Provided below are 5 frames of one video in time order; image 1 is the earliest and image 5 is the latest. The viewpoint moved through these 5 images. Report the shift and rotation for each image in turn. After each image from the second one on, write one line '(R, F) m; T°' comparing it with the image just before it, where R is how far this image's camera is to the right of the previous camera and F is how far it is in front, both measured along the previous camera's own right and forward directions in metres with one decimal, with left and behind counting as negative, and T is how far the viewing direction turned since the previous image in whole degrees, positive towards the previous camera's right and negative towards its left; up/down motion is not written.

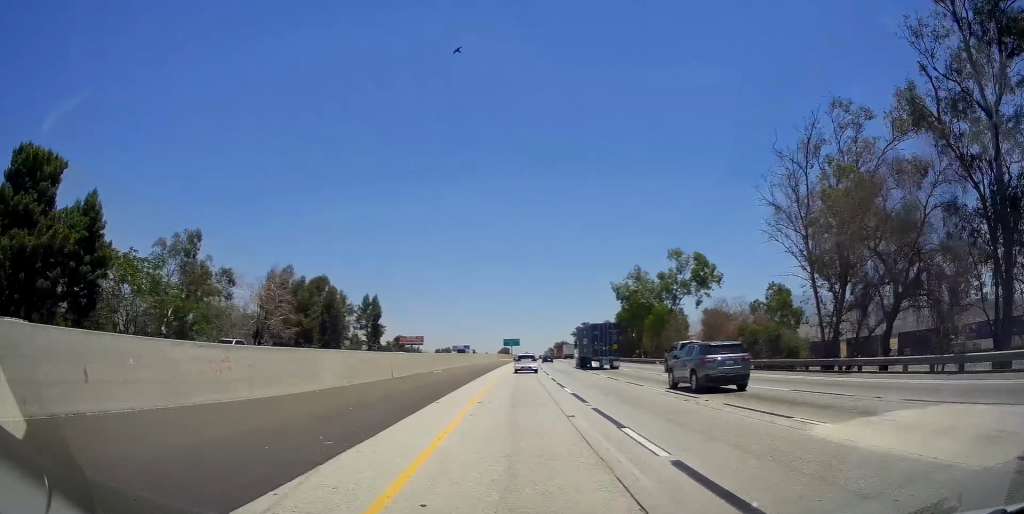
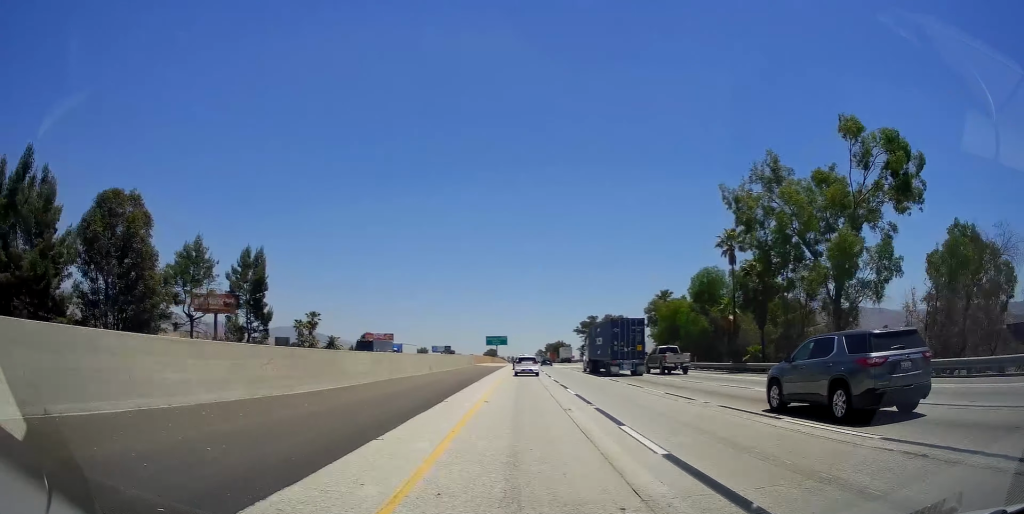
(+0.5, +56.5) m; +2°
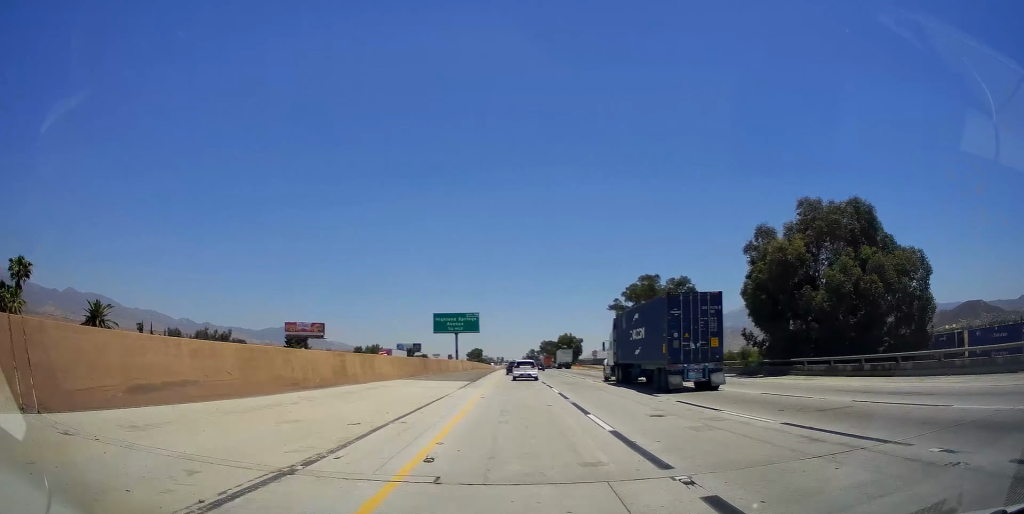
(+2.4, +98.9) m; +2°
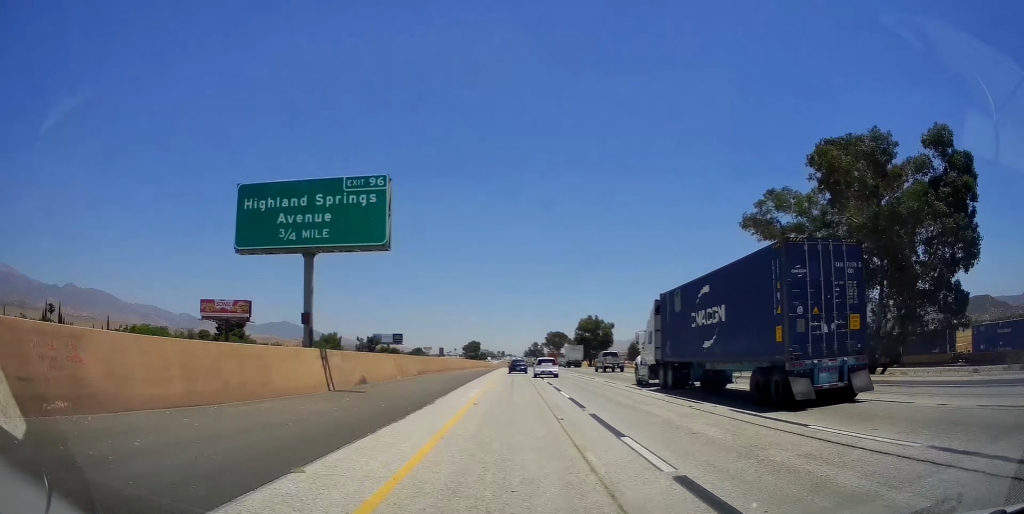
(0.0, +61.8) m; 0°
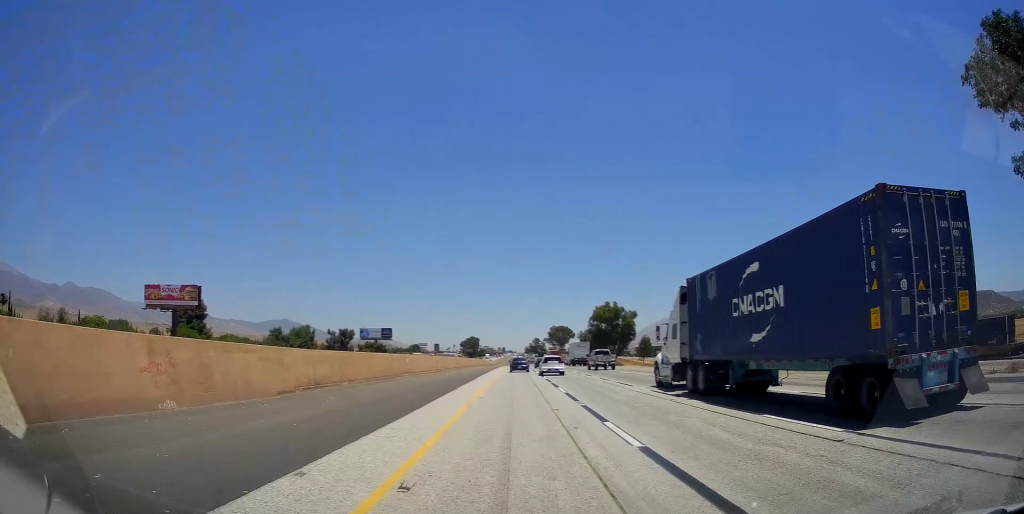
(-0.3, +25.5) m; 0°
